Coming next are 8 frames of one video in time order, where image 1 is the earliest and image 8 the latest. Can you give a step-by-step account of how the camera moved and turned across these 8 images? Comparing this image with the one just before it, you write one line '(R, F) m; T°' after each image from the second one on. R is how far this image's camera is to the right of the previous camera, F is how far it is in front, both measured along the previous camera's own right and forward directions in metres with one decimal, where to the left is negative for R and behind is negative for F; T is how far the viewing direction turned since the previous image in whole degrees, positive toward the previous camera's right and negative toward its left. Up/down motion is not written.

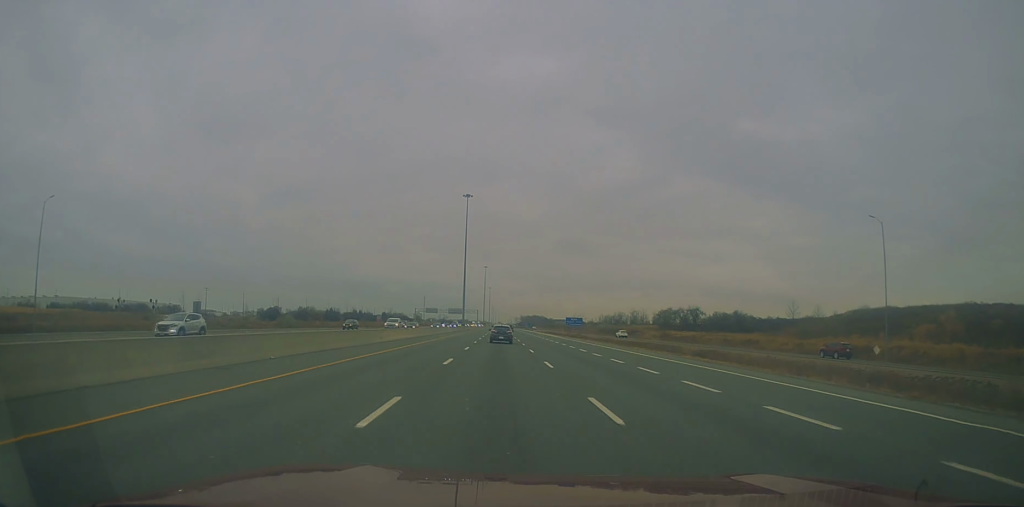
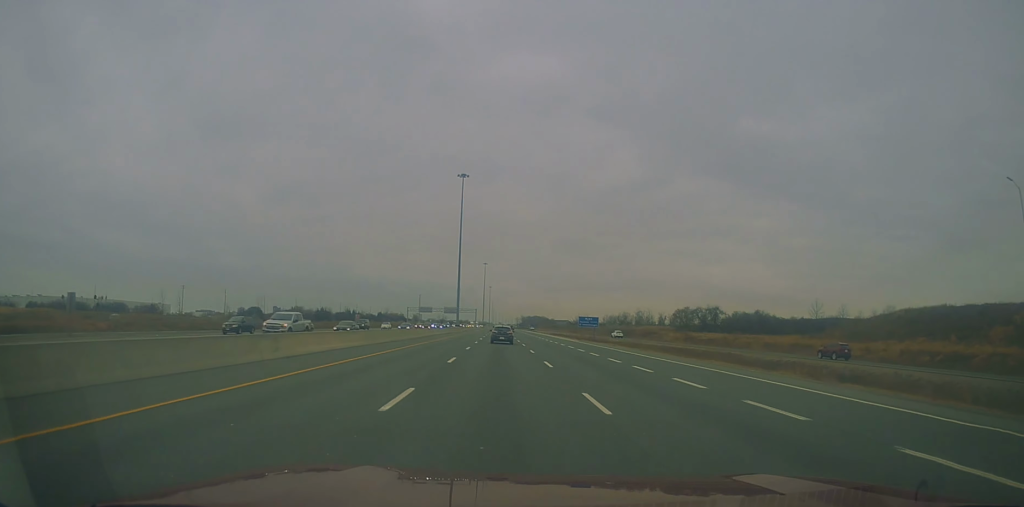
(-0.2, +22.5) m; 0°
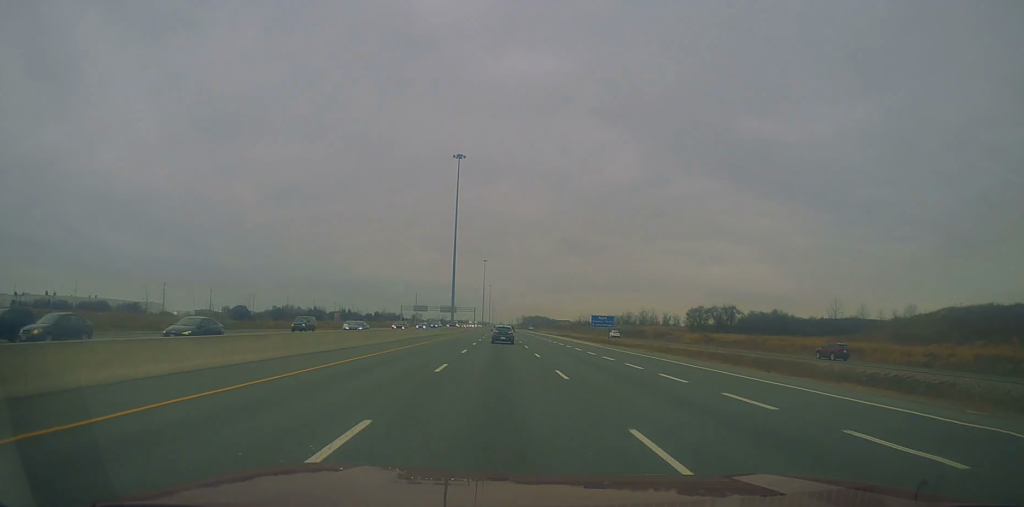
(-0.4, +16.1) m; 0°
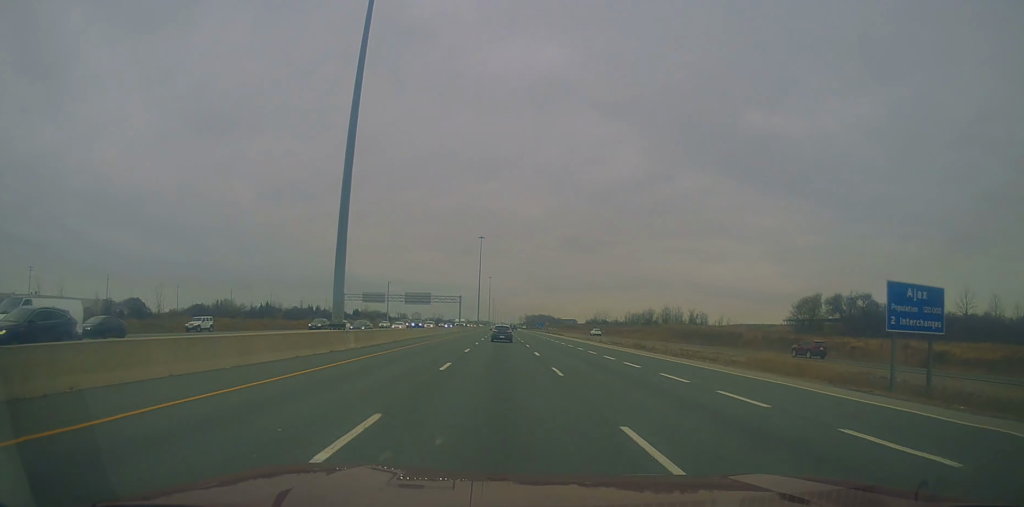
(+0.4, +83.2) m; 0°
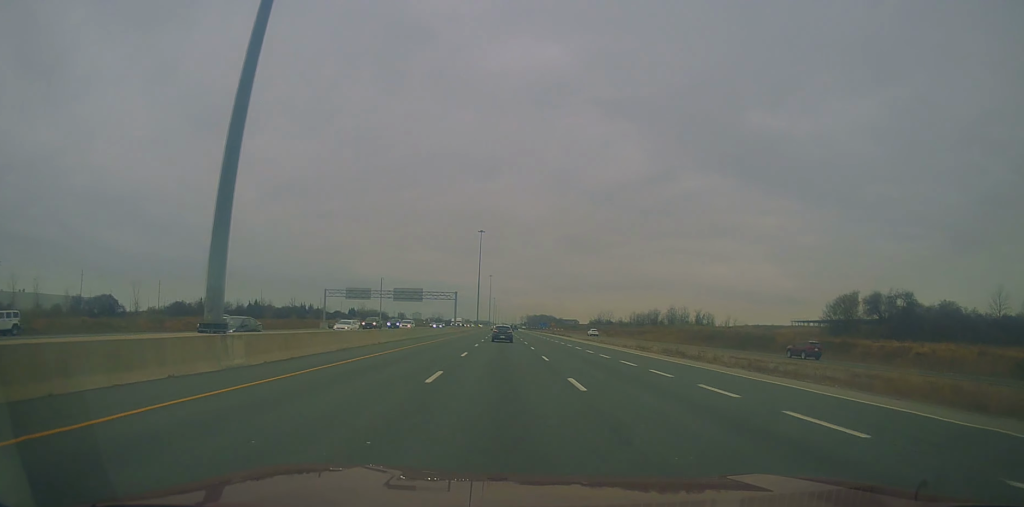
(-0.1, +15.8) m; 0°
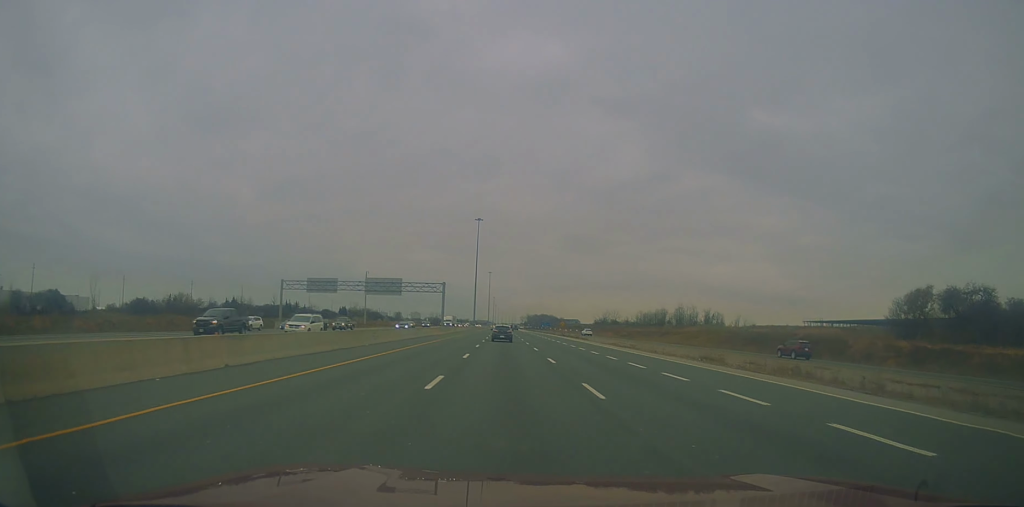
(+0.2, +24.9) m; +1°
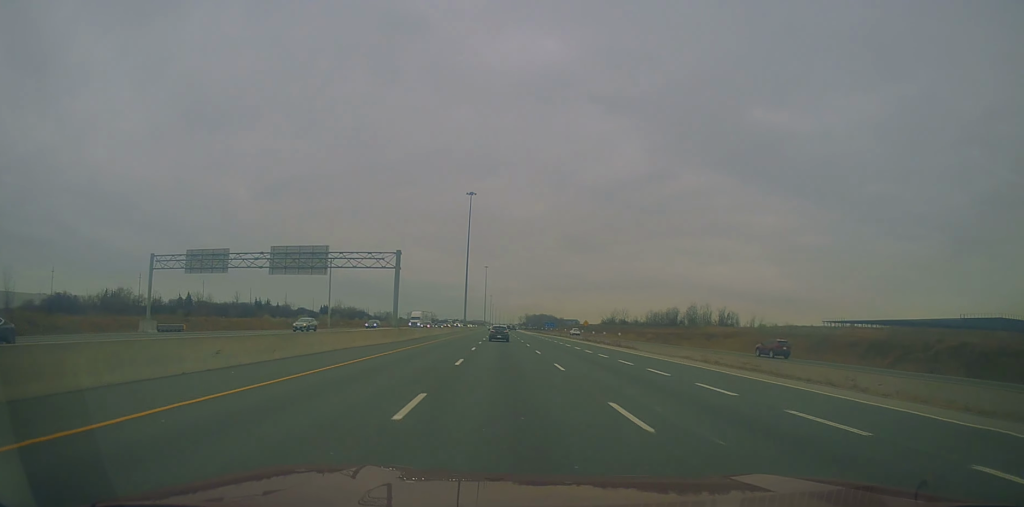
(+0.3, +39.5) m; 0°
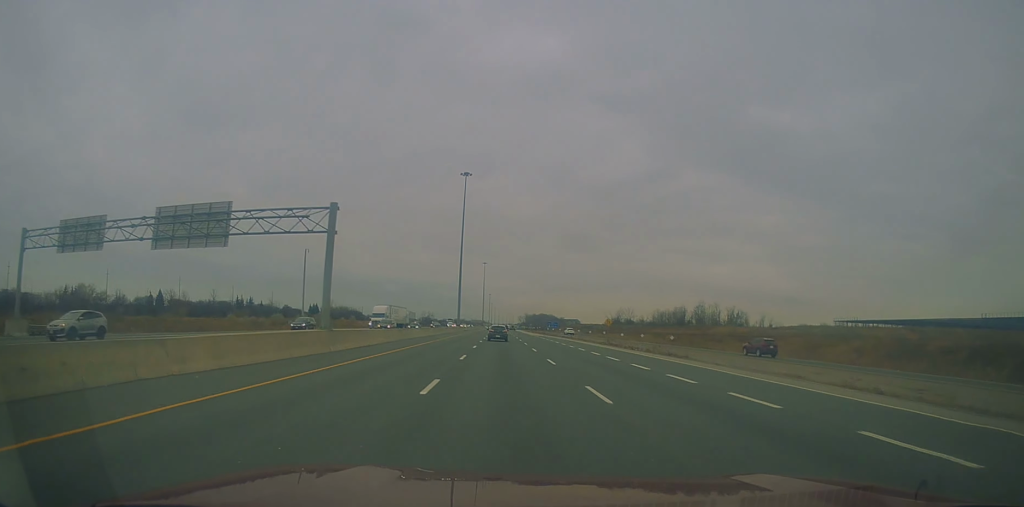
(-0.1, +20.7) m; -1°
